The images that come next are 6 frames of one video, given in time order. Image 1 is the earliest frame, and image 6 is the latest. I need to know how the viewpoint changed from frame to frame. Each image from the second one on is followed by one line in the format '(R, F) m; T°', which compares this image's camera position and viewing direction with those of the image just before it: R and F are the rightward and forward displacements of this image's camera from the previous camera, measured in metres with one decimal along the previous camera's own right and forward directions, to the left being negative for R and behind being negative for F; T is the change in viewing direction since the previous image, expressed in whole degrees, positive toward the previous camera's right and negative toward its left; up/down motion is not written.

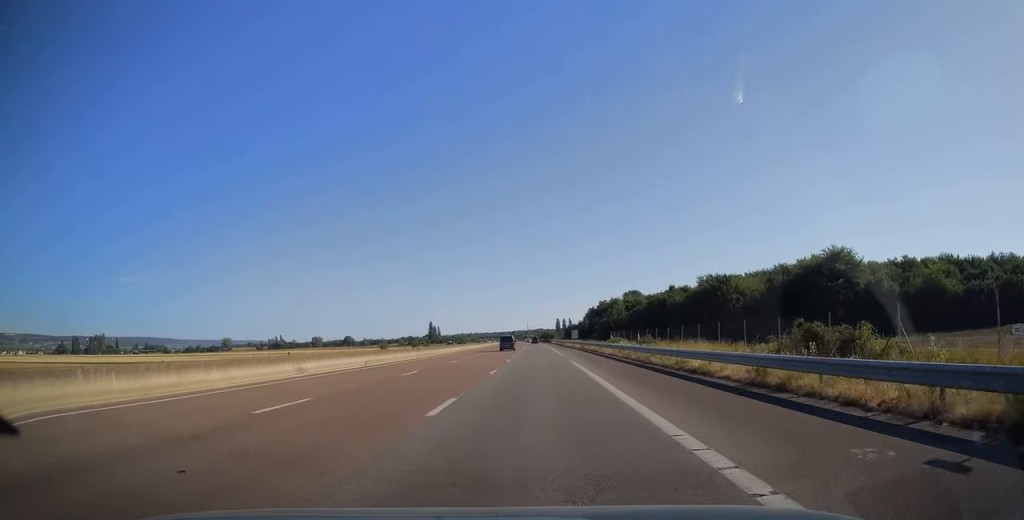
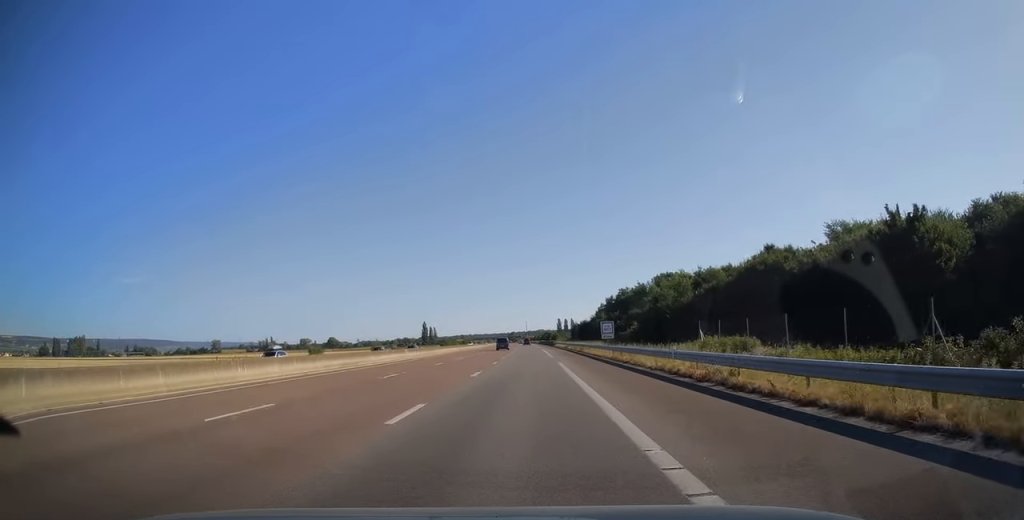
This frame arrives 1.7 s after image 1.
(0.0, +52.5) m; 0°
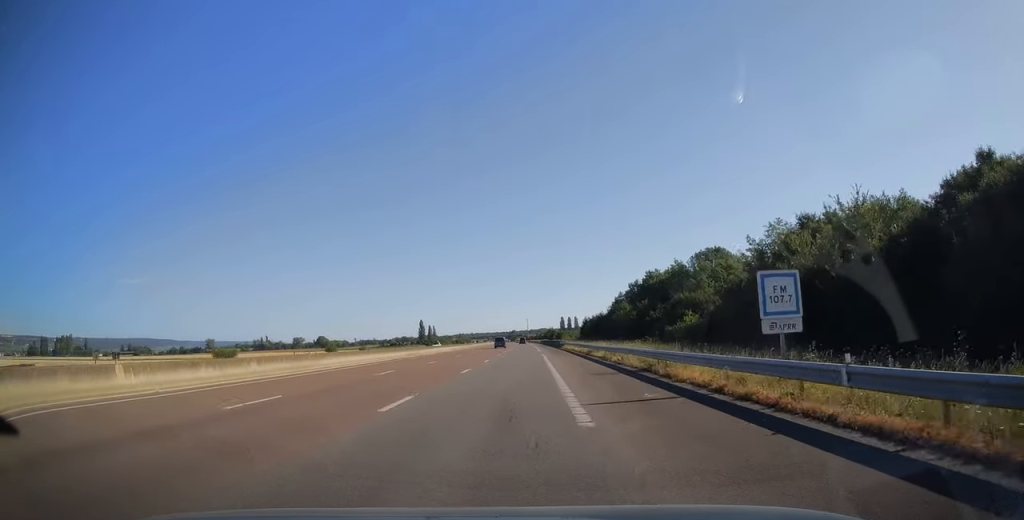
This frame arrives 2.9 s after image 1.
(-0.2, +37.0) m; 0°
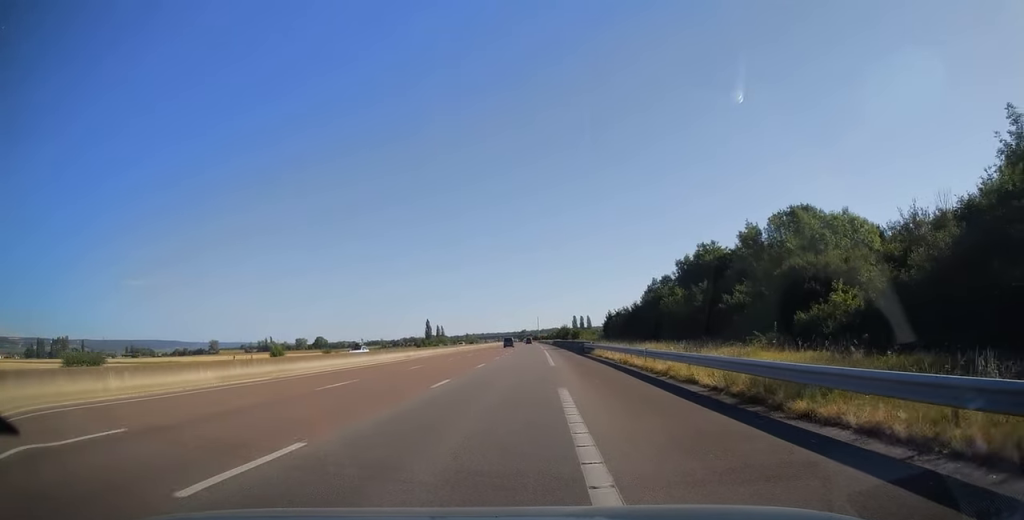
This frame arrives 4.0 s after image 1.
(-0.1, +32.2) m; -1°
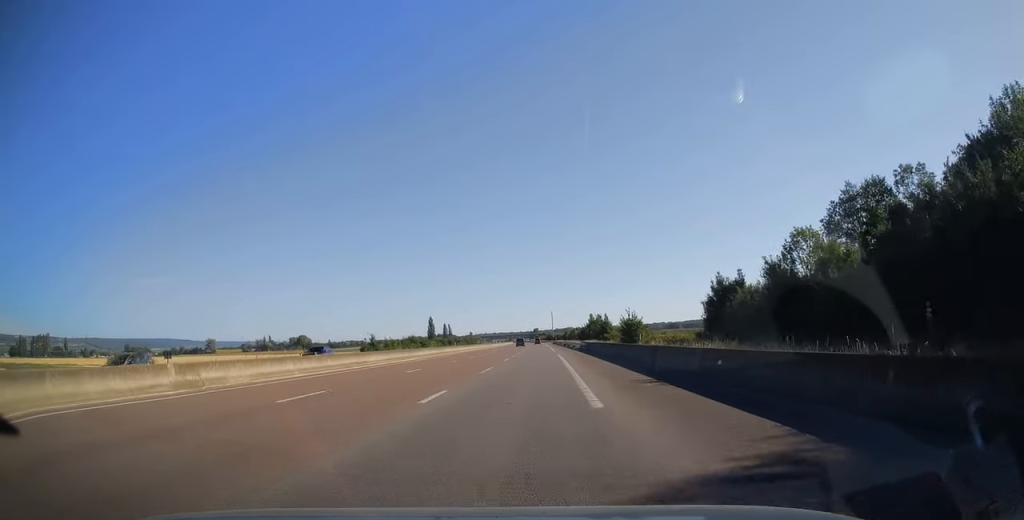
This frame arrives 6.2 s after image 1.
(-1.1, +68.6) m; -2°
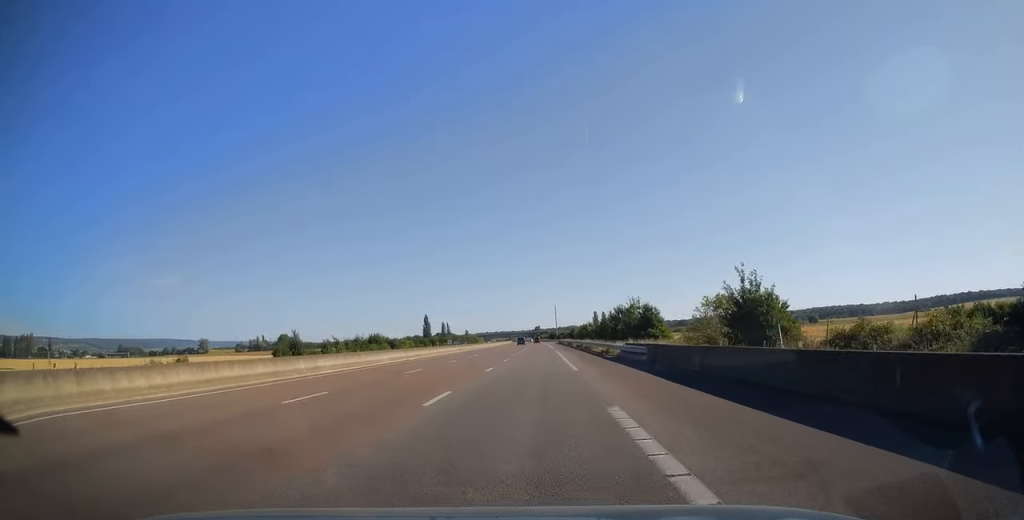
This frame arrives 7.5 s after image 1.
(-0.2, +38.9) m; 0°
